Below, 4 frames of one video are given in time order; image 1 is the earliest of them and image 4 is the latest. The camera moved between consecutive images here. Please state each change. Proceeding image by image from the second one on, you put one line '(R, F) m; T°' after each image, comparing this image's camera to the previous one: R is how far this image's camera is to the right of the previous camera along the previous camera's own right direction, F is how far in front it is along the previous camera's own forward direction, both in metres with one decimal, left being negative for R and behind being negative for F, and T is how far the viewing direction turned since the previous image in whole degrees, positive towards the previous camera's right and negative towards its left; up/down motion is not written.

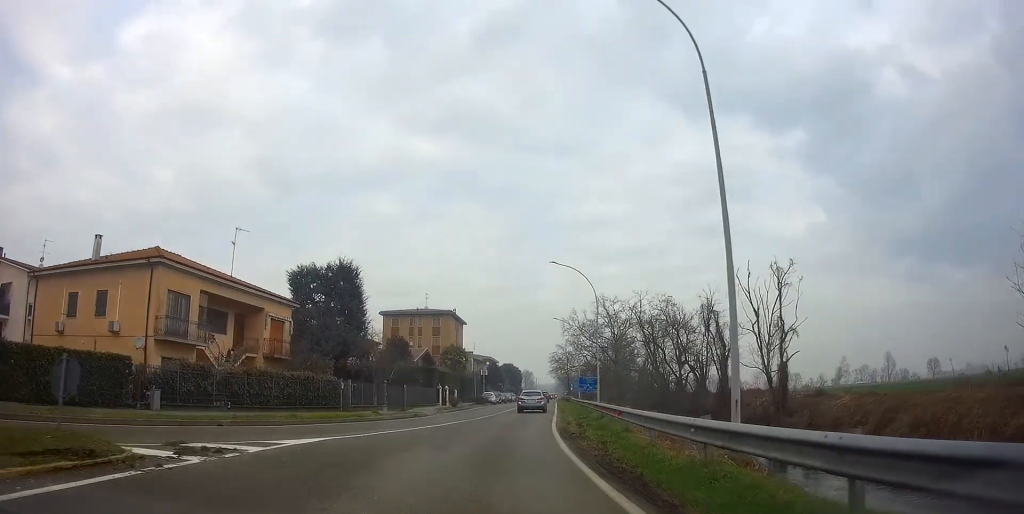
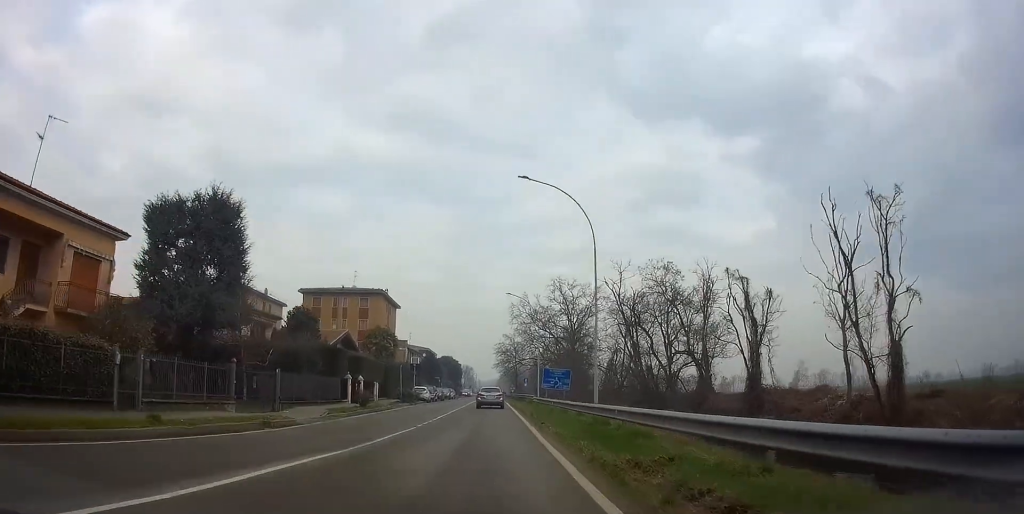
(+0.6, +16.0) m; +4°
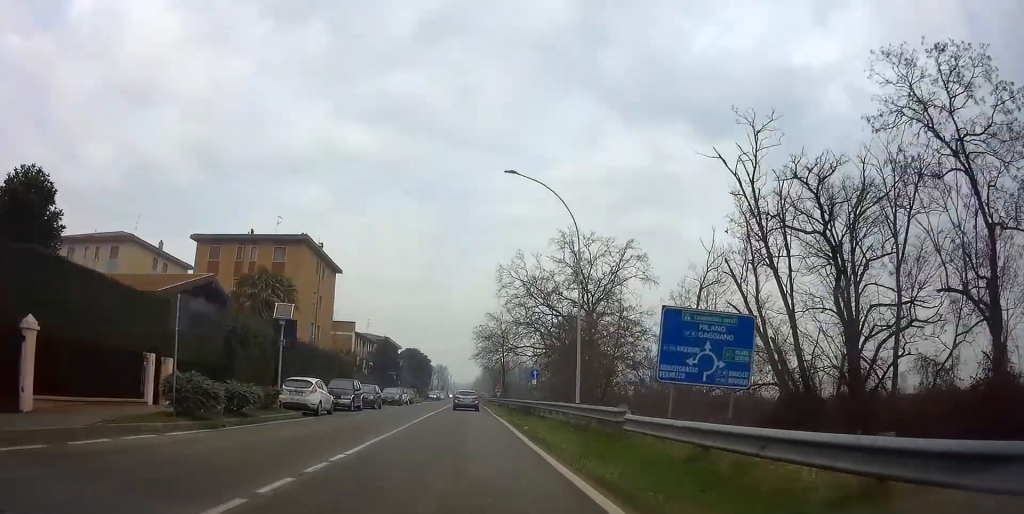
(+0.6, +31.5) m; +2°
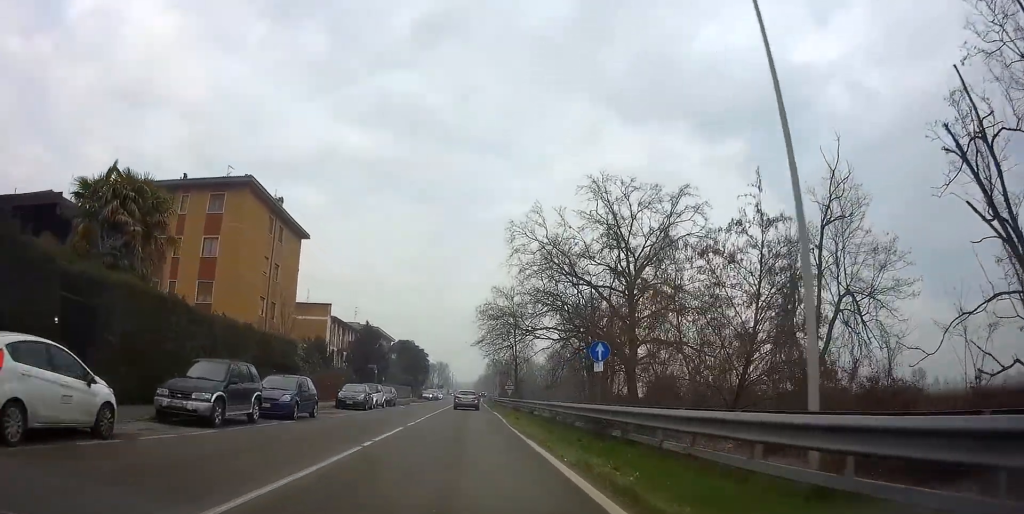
(+0.1, +16.7) m; 0°
